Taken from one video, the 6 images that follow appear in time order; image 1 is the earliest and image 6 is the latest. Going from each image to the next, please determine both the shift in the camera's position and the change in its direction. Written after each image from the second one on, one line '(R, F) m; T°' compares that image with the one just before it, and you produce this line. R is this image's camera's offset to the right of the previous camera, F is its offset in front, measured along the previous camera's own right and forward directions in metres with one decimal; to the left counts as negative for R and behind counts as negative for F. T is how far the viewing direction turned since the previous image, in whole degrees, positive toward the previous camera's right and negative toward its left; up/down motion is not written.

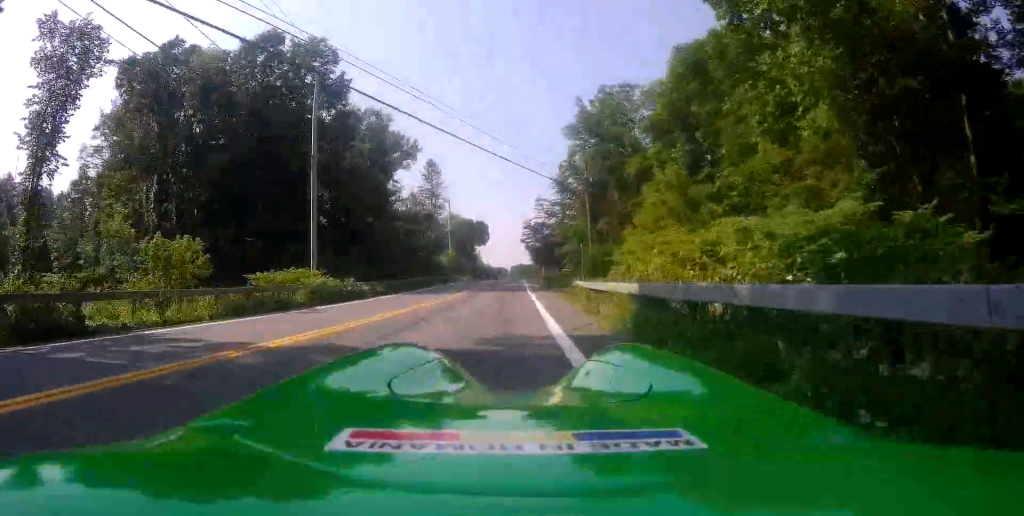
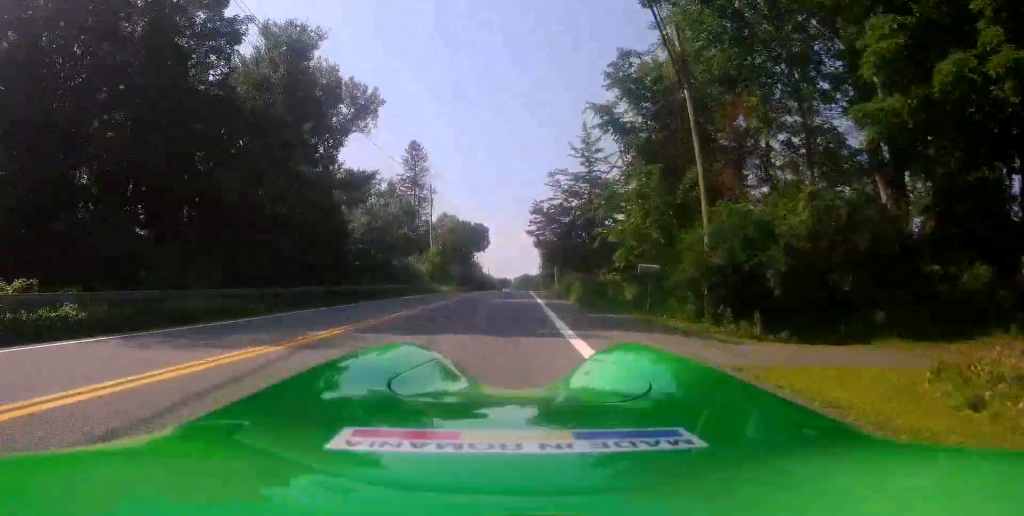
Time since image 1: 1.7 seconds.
(+0.5, +21.8) m; 0°
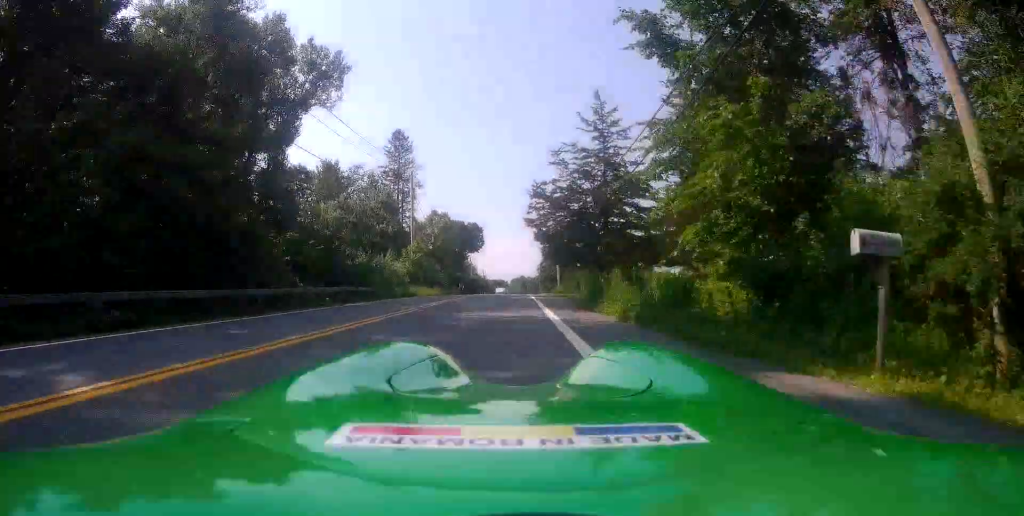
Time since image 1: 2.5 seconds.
(-0.5, +9.5) m; -2°
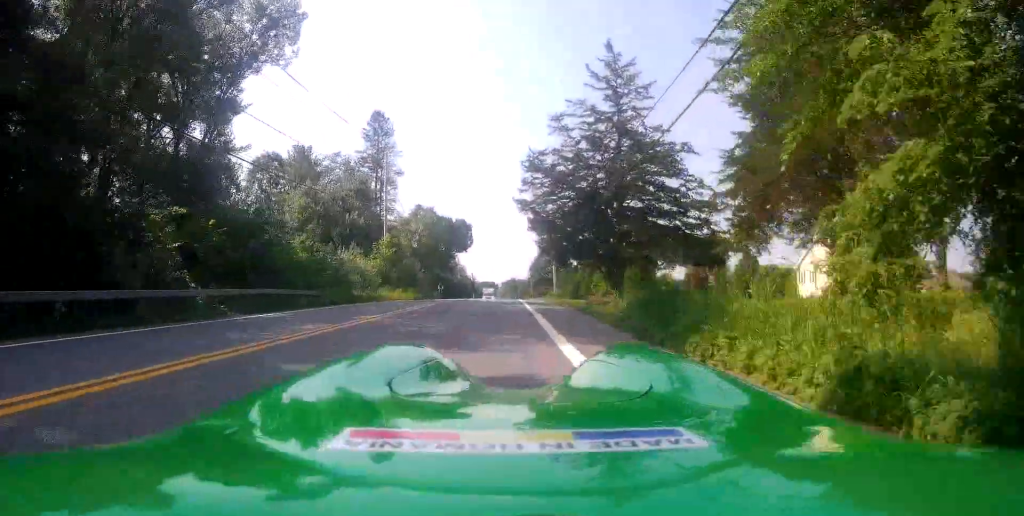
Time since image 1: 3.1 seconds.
(+0.1, +7.7) m; +1°
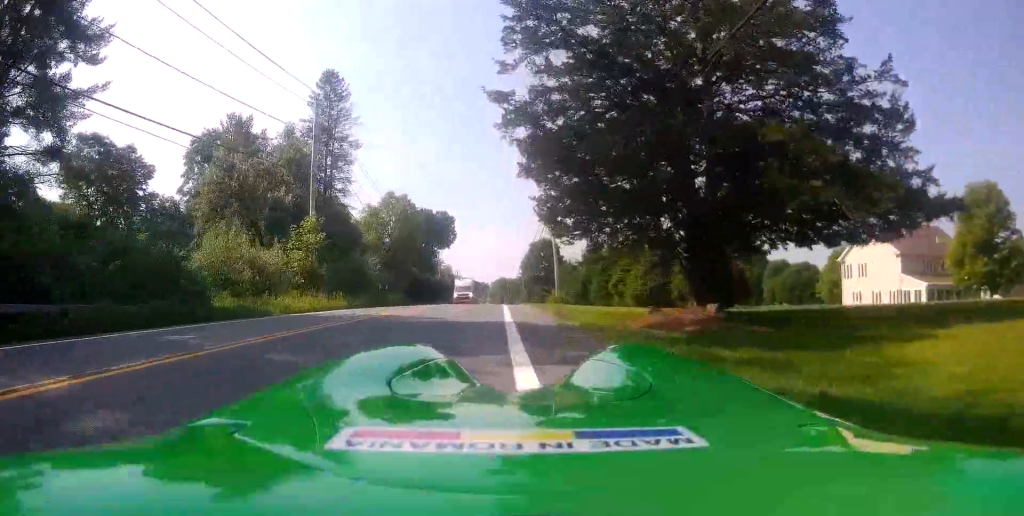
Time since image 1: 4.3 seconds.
(+0.2, +15.2) m; +1°
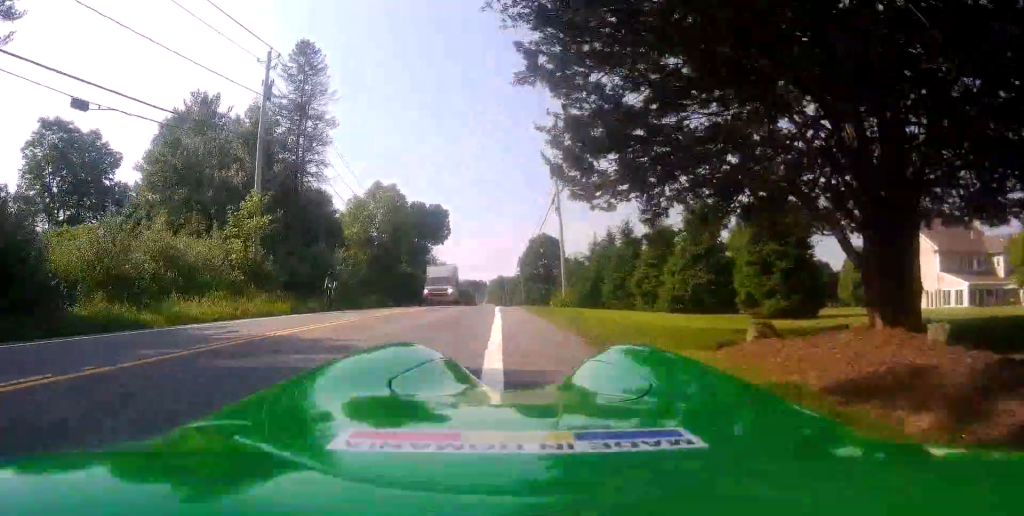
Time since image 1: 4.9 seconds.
(0.0, +6.9) m; 0°
